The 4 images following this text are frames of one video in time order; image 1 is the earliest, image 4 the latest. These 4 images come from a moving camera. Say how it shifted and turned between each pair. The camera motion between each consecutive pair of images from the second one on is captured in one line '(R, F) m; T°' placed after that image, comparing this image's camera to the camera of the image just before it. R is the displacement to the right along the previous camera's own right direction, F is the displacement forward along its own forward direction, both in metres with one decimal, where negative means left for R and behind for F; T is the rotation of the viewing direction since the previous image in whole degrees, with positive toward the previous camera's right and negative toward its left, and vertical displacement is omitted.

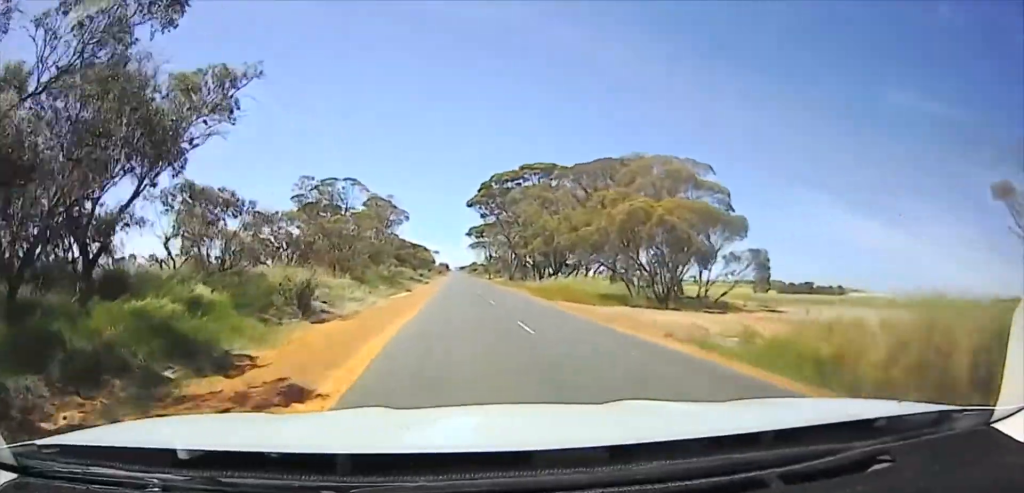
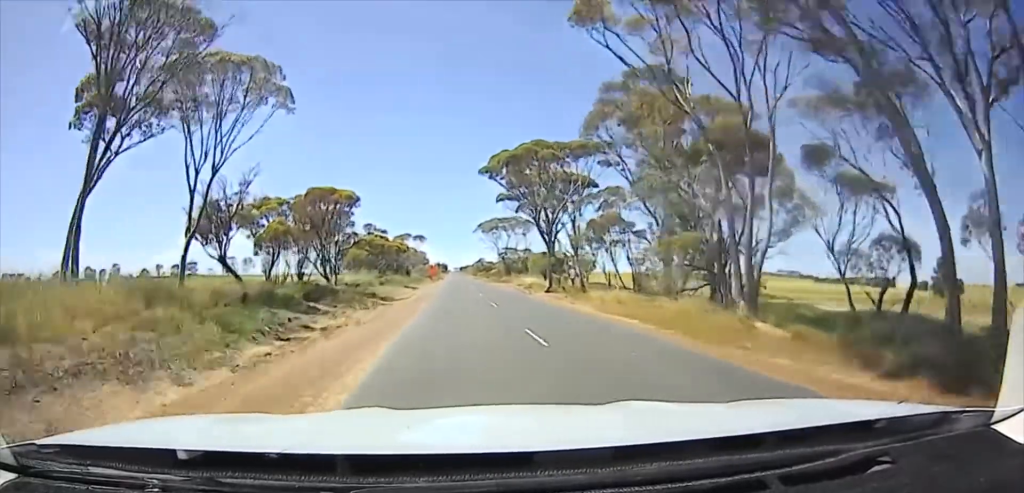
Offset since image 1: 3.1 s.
(-0.4, +77.9) m; -2°
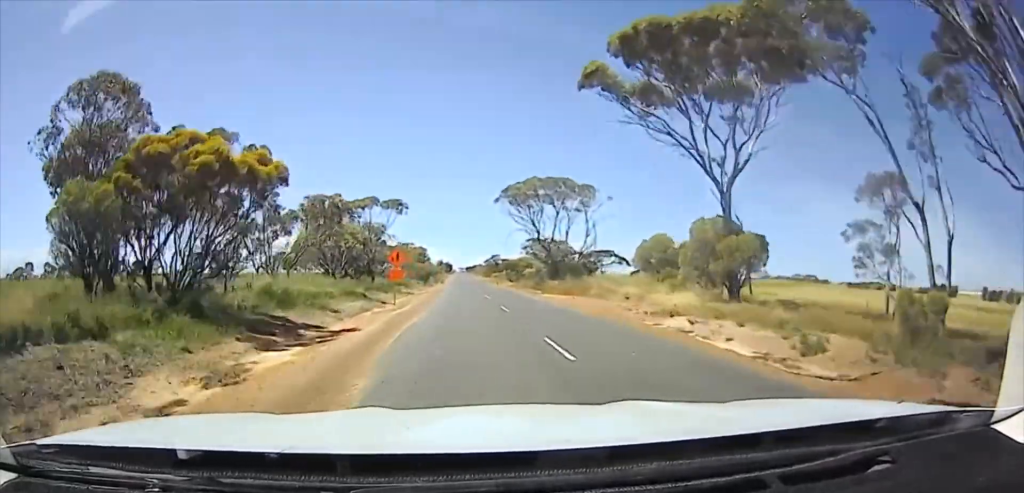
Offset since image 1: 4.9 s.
(-0.2, +36.6) m; 0°
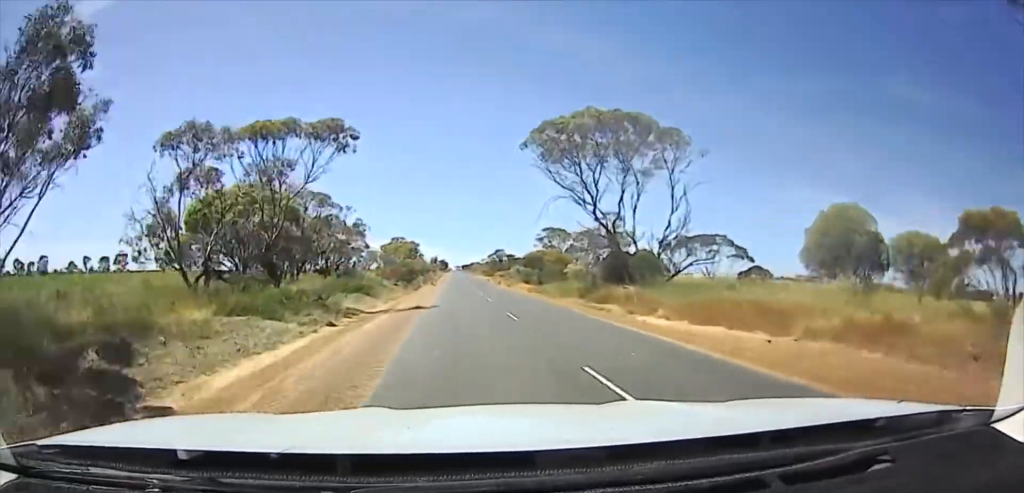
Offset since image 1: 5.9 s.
(+0.1, +22.7) m; +1°
